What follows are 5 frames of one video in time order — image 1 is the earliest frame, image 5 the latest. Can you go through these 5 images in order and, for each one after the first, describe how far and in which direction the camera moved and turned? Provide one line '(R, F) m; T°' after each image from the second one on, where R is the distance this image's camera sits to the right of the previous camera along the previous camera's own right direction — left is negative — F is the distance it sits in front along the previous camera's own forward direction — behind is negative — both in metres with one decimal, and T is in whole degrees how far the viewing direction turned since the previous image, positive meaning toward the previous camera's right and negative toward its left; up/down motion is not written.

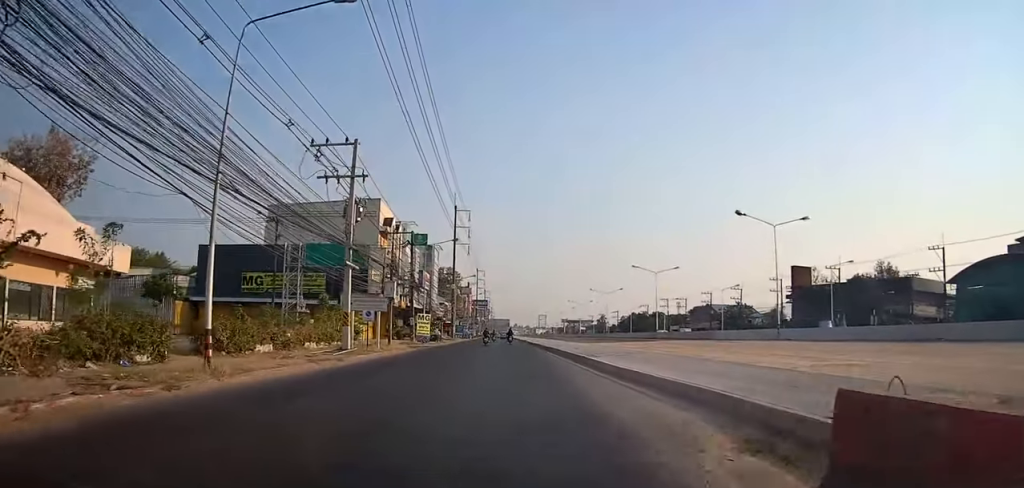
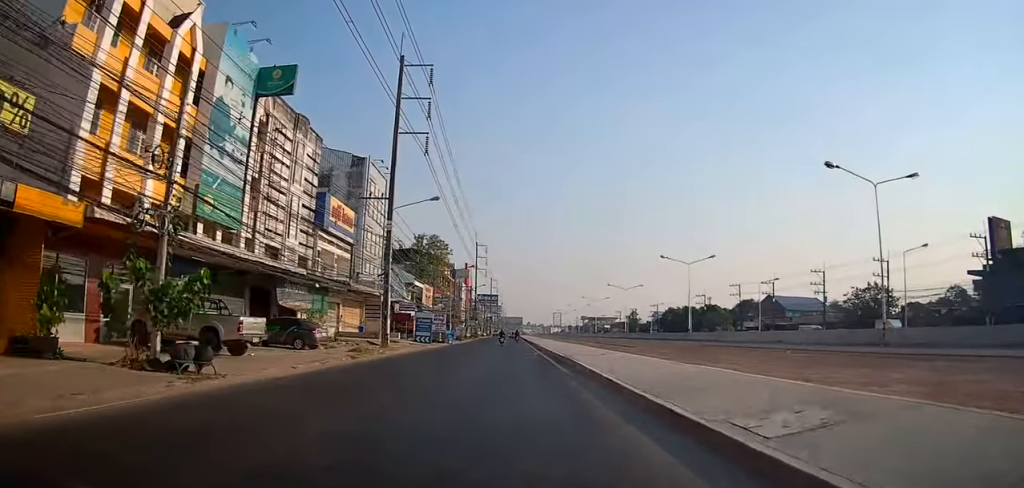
(-0.2, +48.2) m; -4°
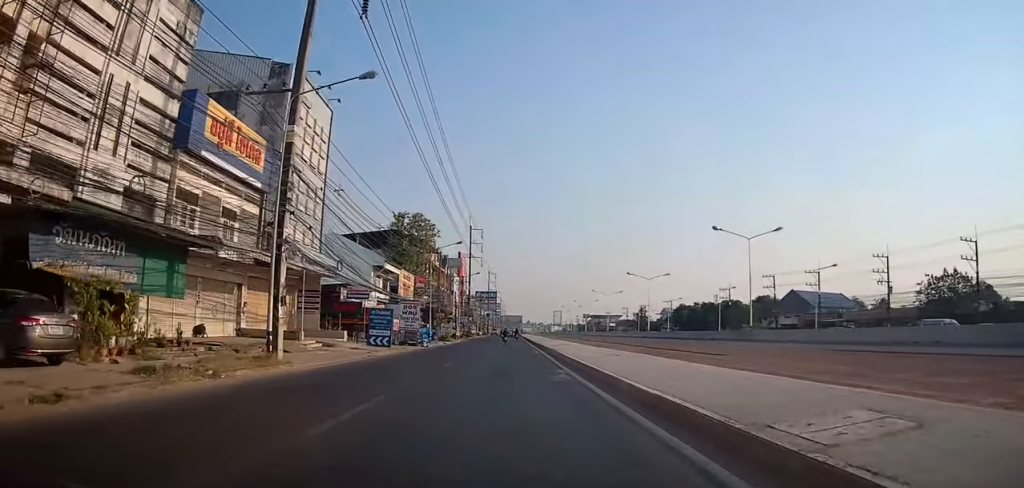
(+0.4, +17.1) m; +3°
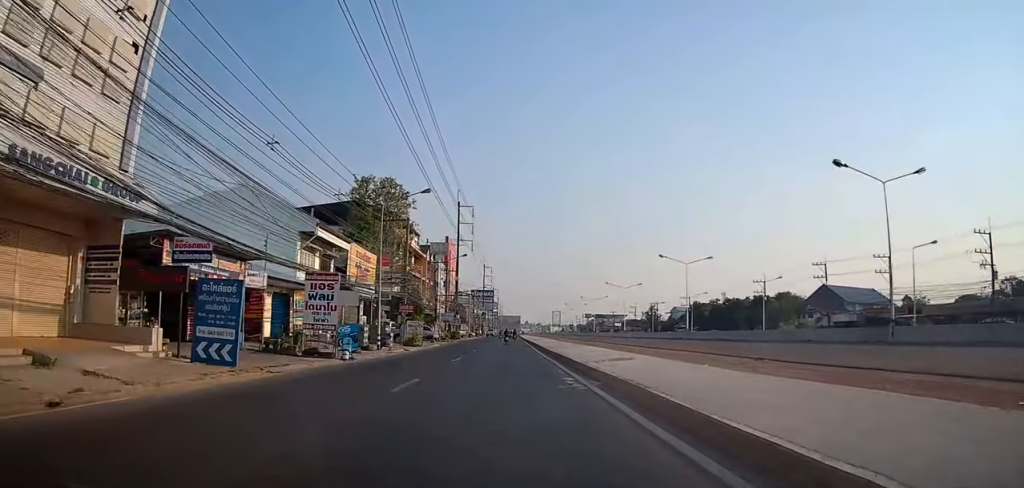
(-0.1, +19.8) m; 0°
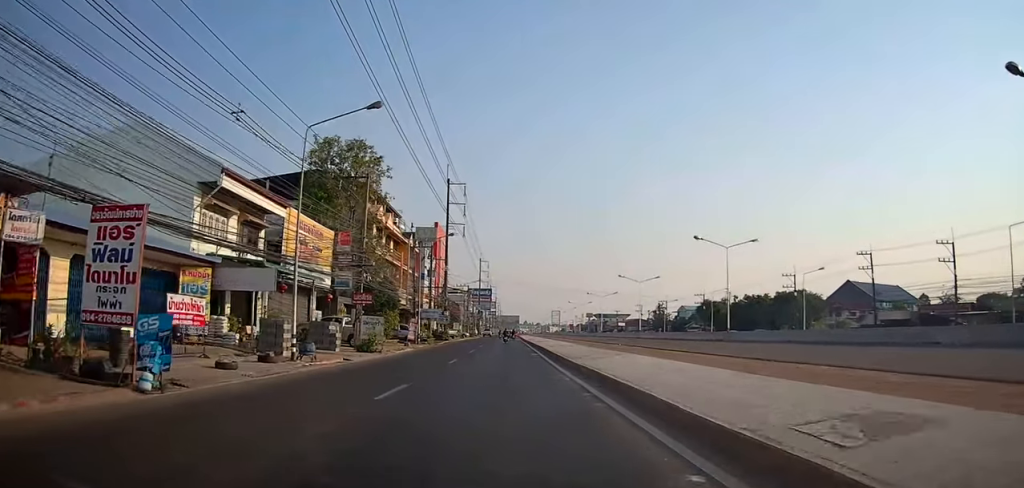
(+0.4, +13.2) m; 0°
